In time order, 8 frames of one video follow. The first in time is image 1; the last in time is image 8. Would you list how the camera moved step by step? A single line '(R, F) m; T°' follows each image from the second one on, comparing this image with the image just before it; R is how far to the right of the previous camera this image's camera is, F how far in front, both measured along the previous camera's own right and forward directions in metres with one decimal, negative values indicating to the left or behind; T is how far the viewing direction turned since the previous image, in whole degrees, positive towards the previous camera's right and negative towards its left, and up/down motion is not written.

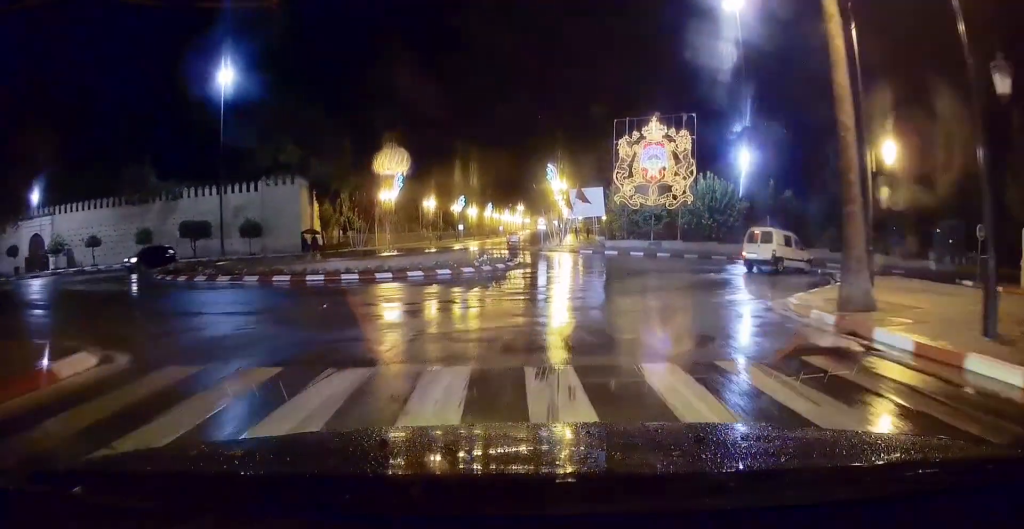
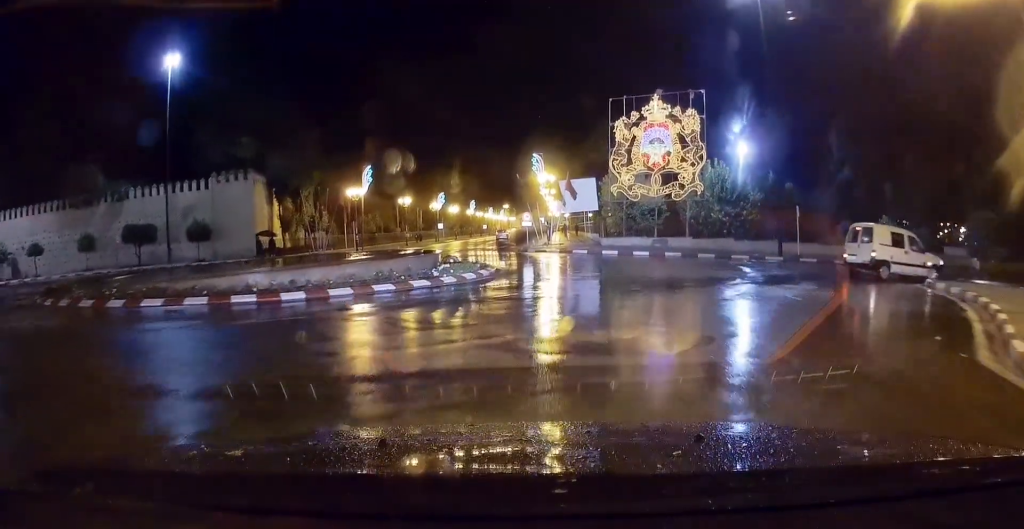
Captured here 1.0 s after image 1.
(+0.1, +7.6) m; +1°
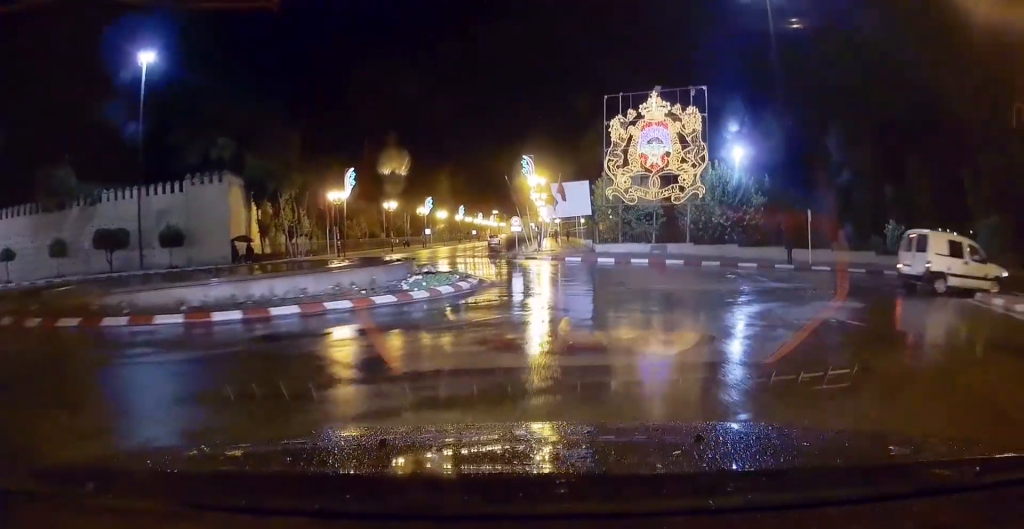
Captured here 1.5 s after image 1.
(0.0, +3.0) m; 0°
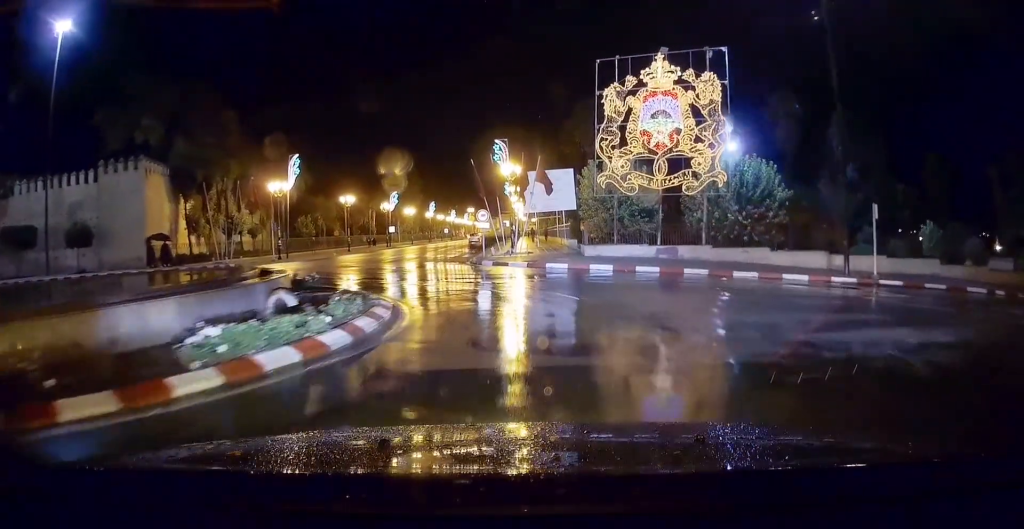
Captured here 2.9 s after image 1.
(-0.2, +9.4) m; -3°
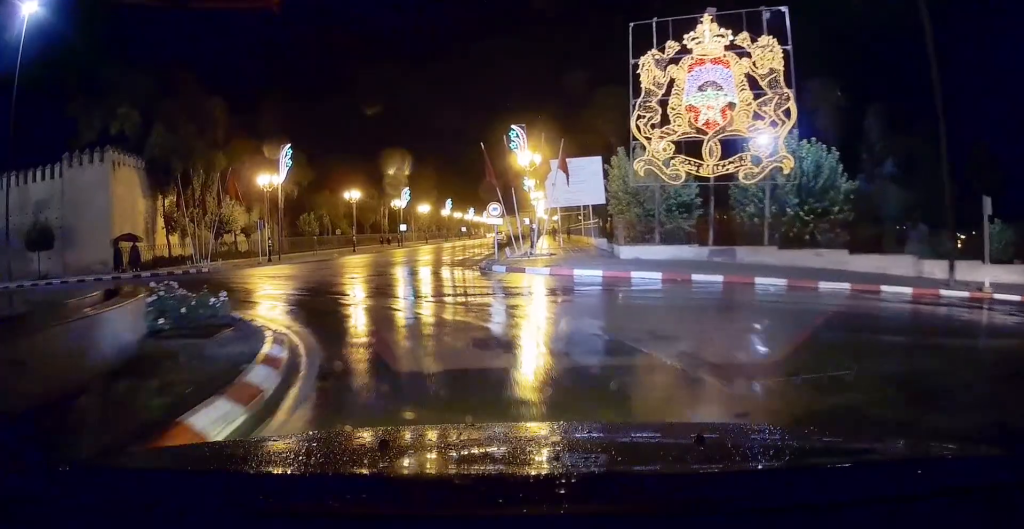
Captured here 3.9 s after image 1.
(-0.1, +6.5) m; -6°
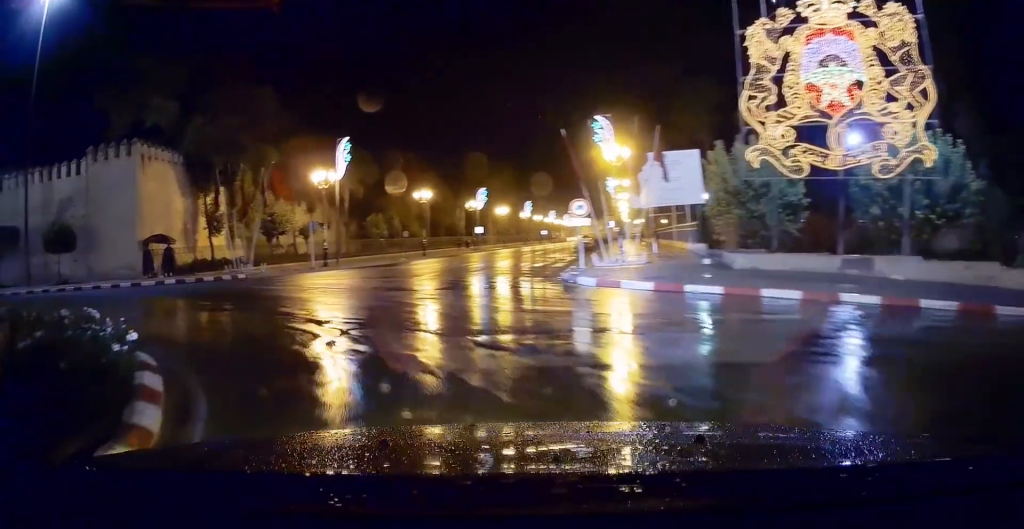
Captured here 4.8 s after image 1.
(-0.4, +5.4) m; -4°
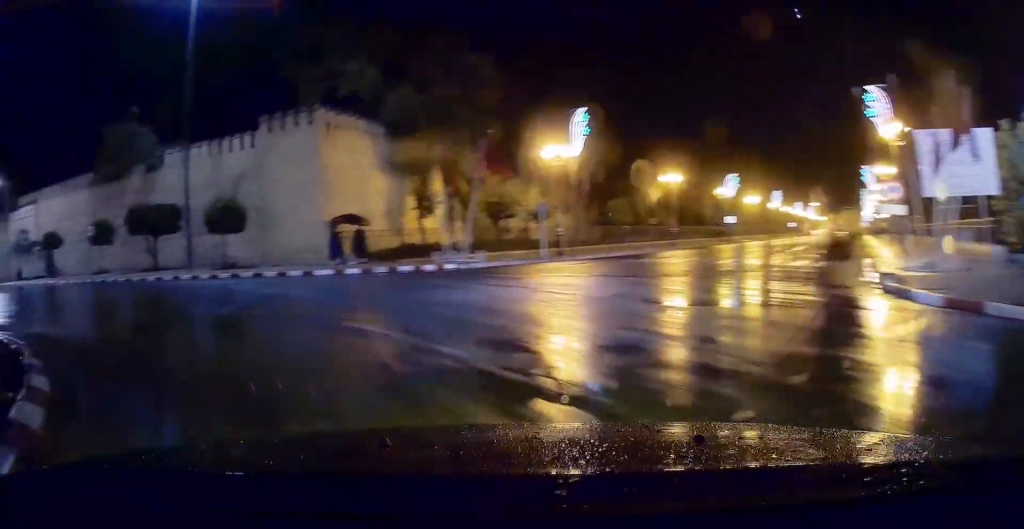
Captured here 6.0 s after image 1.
(-0.1, +6.8) m; -21°
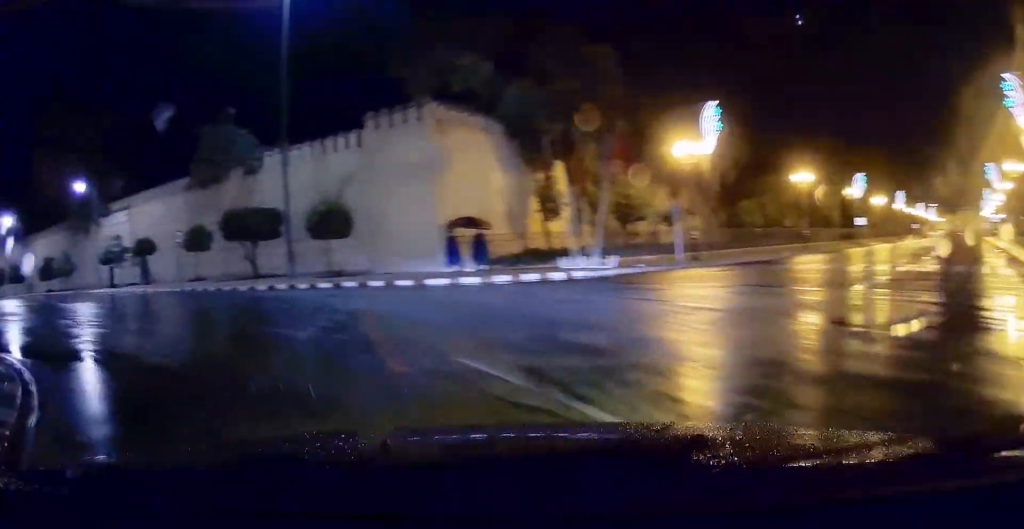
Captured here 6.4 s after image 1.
(-0.9, +2.2) m; -13°
